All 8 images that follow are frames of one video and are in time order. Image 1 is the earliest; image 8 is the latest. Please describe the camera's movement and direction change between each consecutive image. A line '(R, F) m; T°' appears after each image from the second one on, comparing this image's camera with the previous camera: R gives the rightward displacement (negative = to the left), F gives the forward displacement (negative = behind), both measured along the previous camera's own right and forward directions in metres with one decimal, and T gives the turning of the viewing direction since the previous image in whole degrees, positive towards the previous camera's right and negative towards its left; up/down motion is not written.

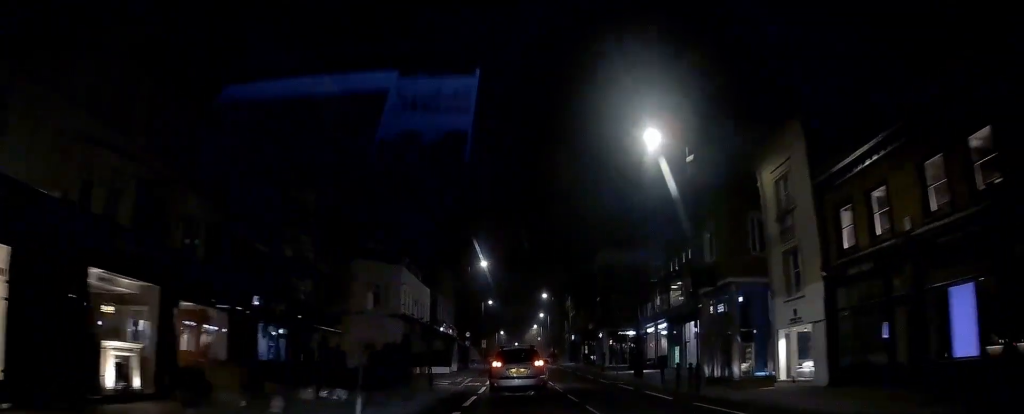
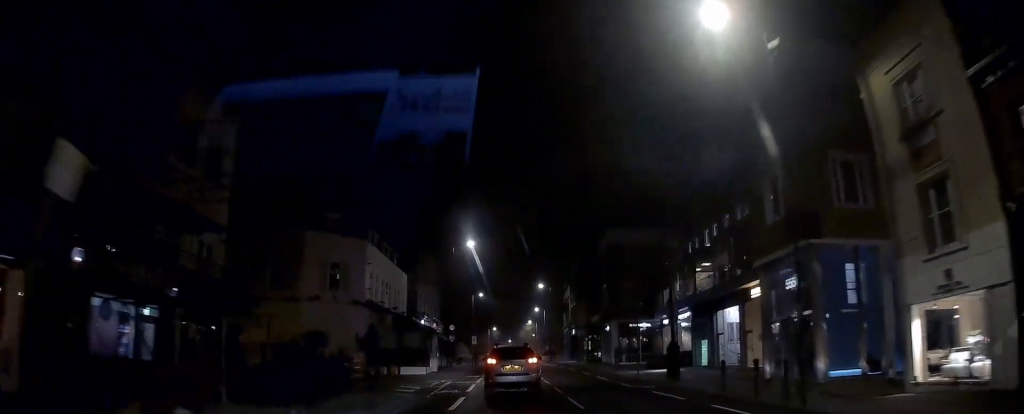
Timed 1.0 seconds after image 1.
(+0.1, +9.2) m; 0°
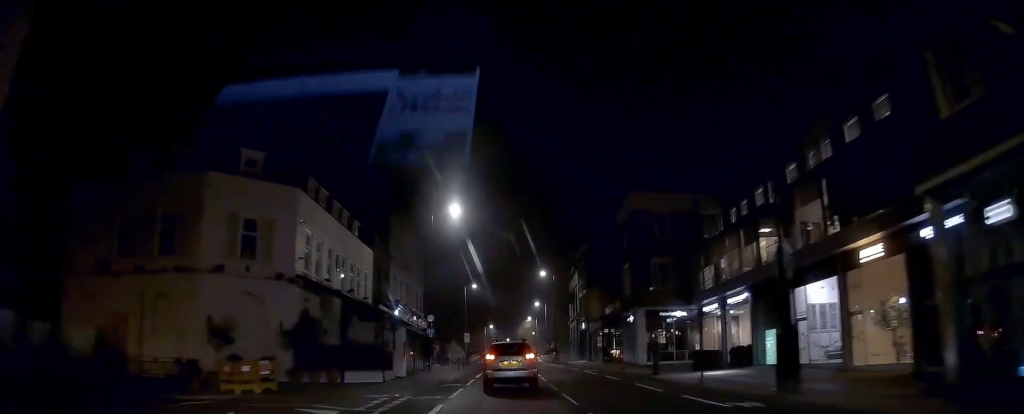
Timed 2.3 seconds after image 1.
(0.0, +11.9) m; -1°
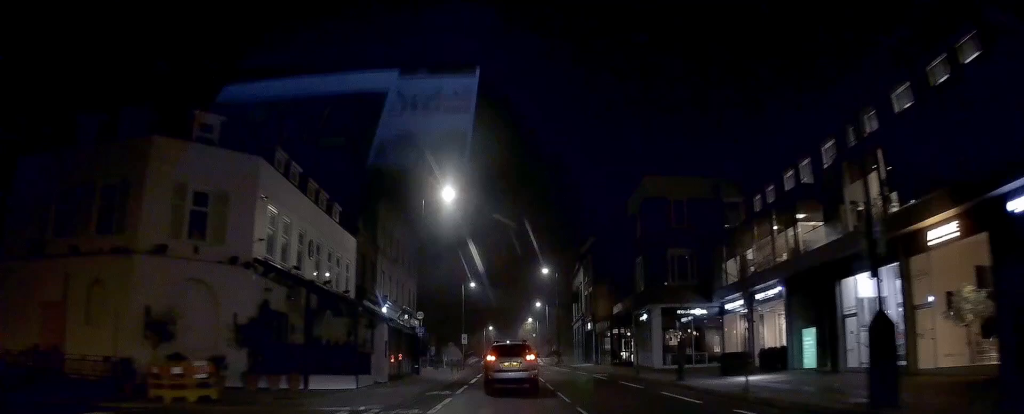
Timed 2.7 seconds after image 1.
(0.0, +4.4) m; 0°
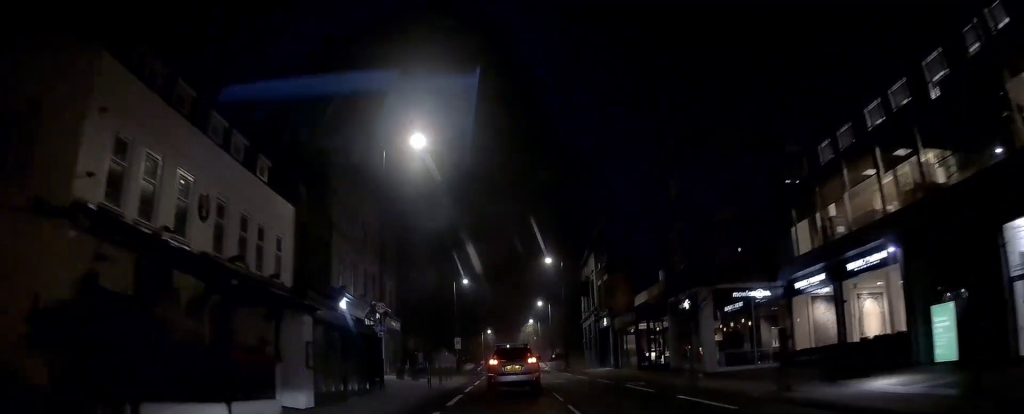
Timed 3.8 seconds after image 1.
(-0.2, +9.8) m; +1°
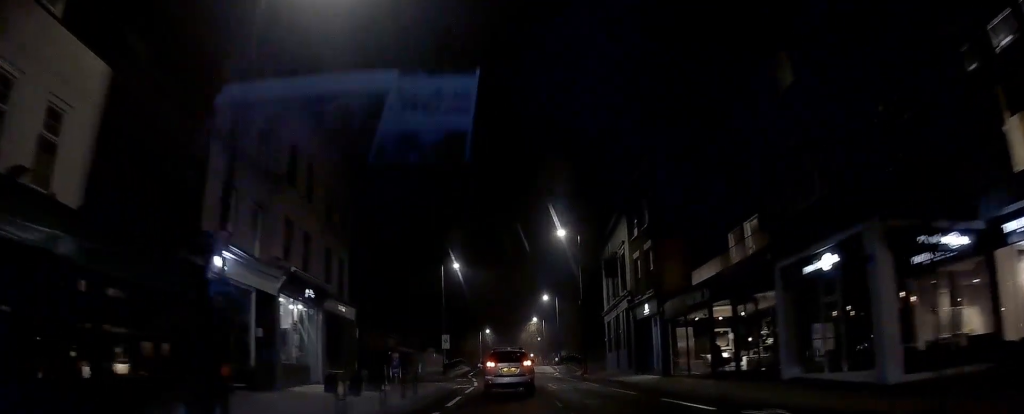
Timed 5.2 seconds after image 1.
(+0.4, +13.7) m; +2°
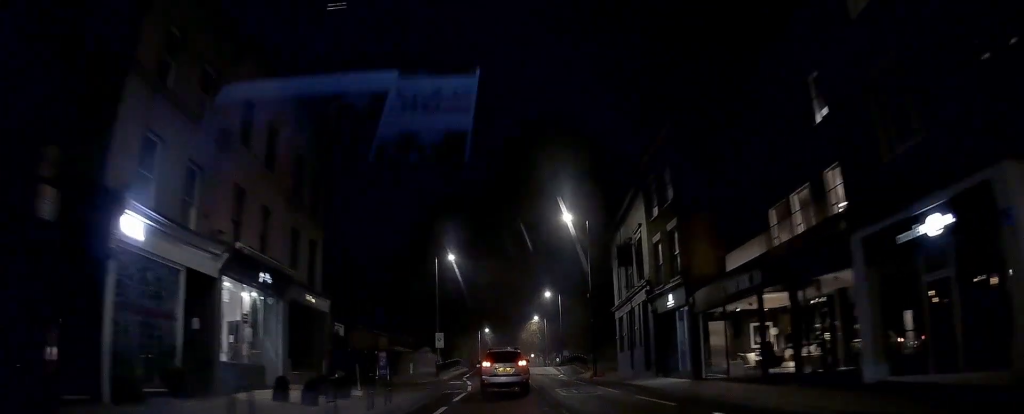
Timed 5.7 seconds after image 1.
(0.0, +4.8) m; 0°
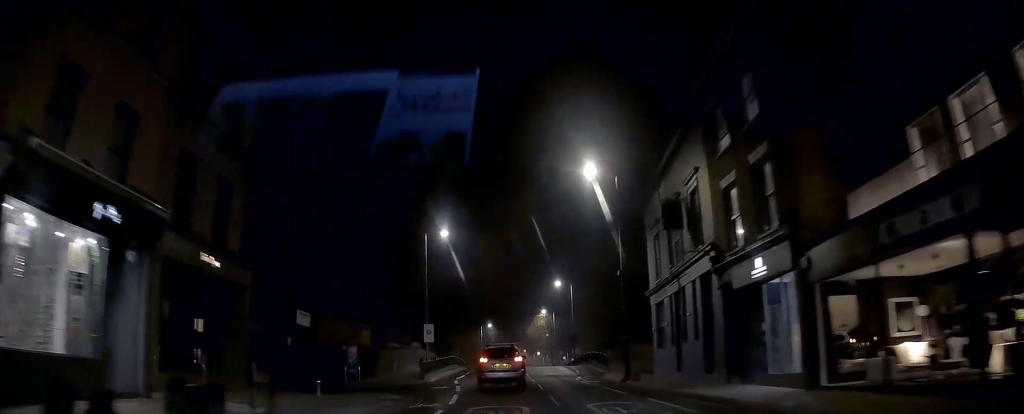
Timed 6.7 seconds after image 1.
(0.0, +9.3) m; -1°
